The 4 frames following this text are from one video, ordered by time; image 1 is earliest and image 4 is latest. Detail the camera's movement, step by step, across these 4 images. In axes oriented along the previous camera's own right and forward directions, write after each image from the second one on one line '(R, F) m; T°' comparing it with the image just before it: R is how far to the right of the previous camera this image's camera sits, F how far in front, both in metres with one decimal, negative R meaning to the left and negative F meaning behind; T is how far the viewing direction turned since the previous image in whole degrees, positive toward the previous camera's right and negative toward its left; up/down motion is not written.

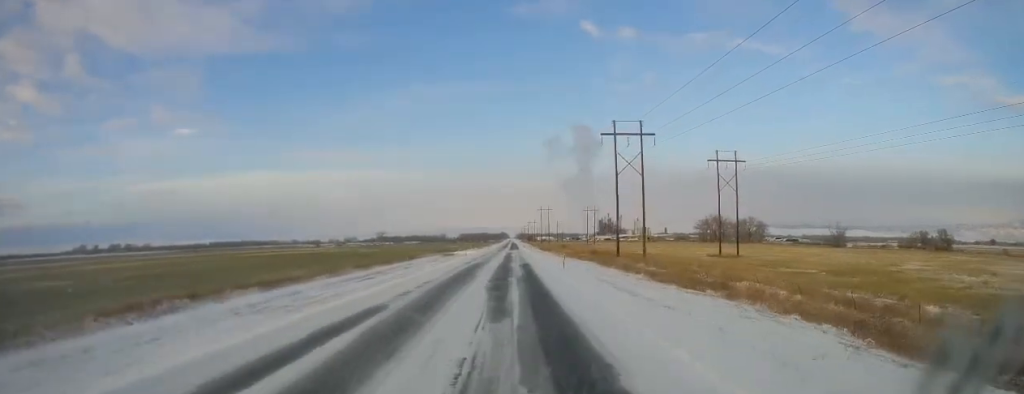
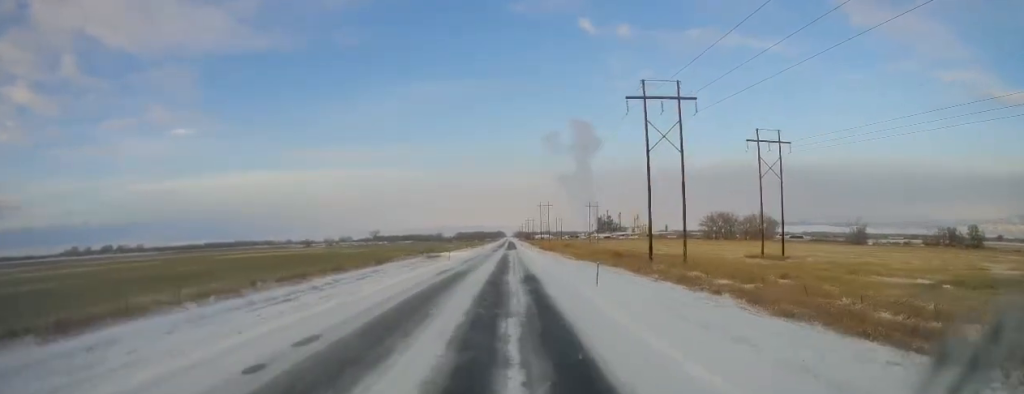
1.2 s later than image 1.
(0.0, +21.0) m; 0°
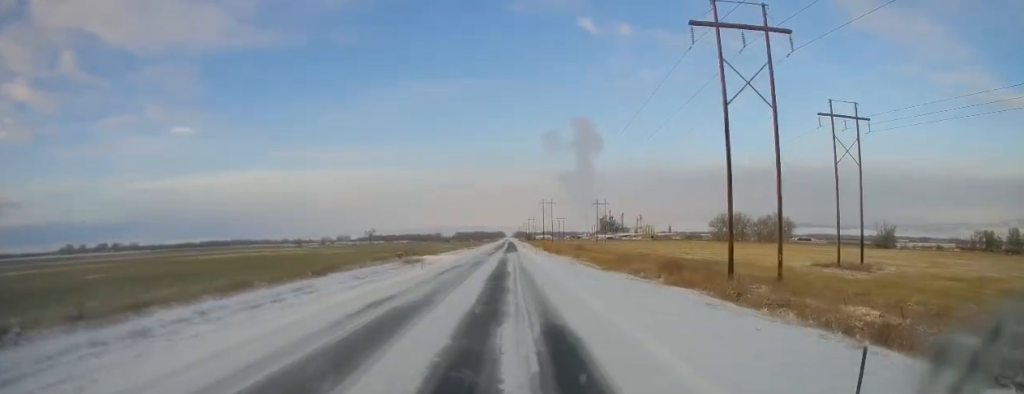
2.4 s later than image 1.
(0.0, +23.0) m; 0°
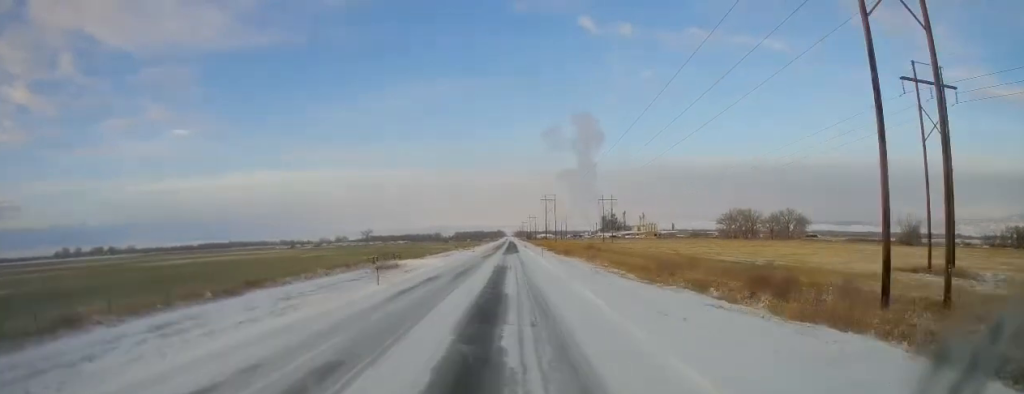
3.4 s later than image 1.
(0.0, +17.8) m; 0°
